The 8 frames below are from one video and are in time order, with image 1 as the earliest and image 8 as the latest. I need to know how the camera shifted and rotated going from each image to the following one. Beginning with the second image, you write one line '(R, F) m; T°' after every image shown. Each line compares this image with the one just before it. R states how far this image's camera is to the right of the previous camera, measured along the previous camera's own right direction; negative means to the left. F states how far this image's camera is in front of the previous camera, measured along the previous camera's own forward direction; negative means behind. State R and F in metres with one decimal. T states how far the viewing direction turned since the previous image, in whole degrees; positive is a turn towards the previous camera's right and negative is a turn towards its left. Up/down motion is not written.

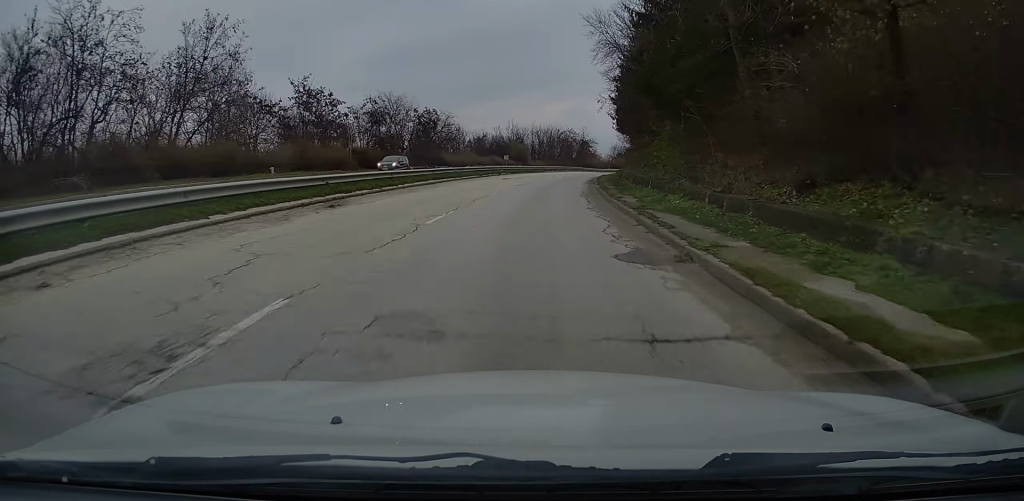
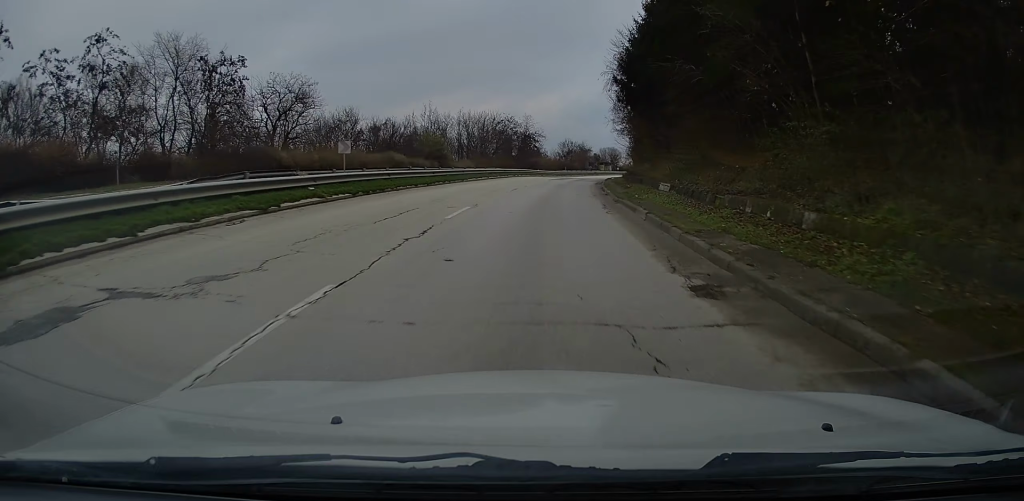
(+1.9, +40.7) m; +5°
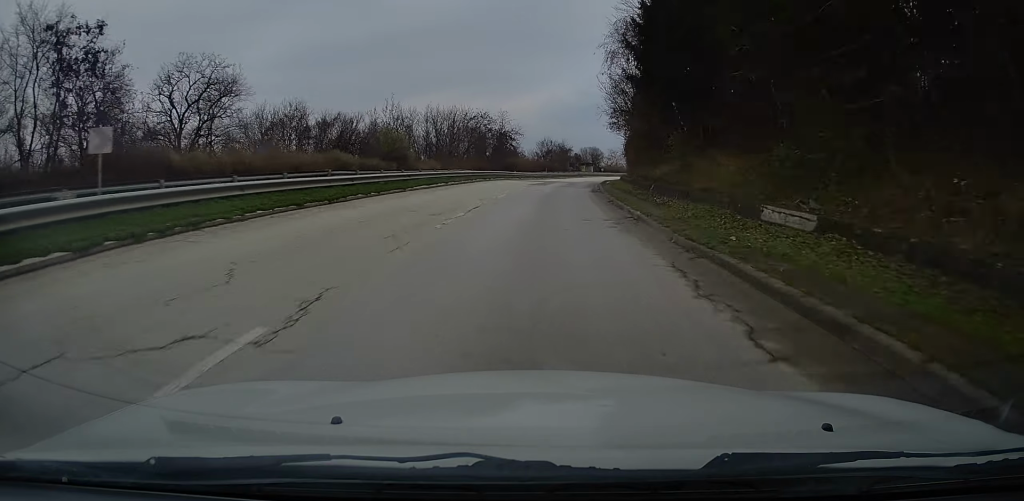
(+0.2, +12.2) m; +2°
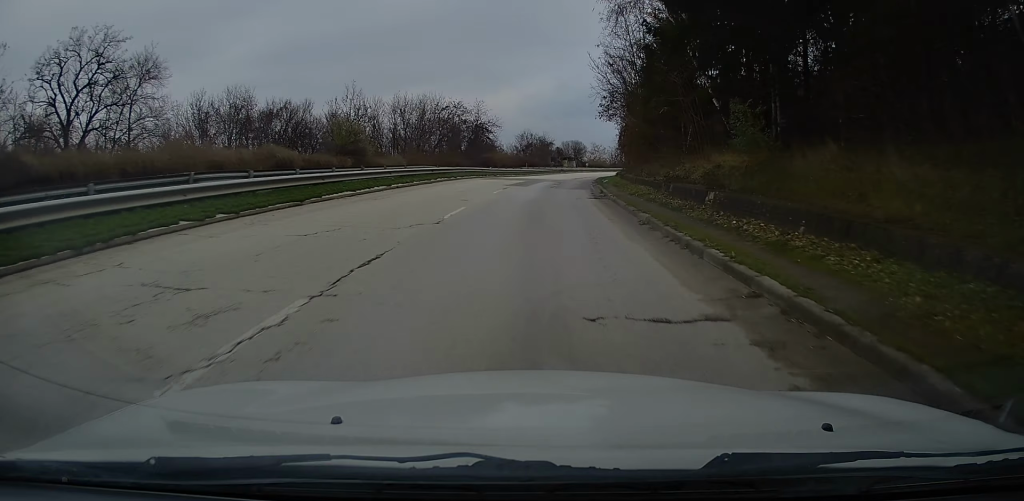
(+0.2, +10.2) m; +1°
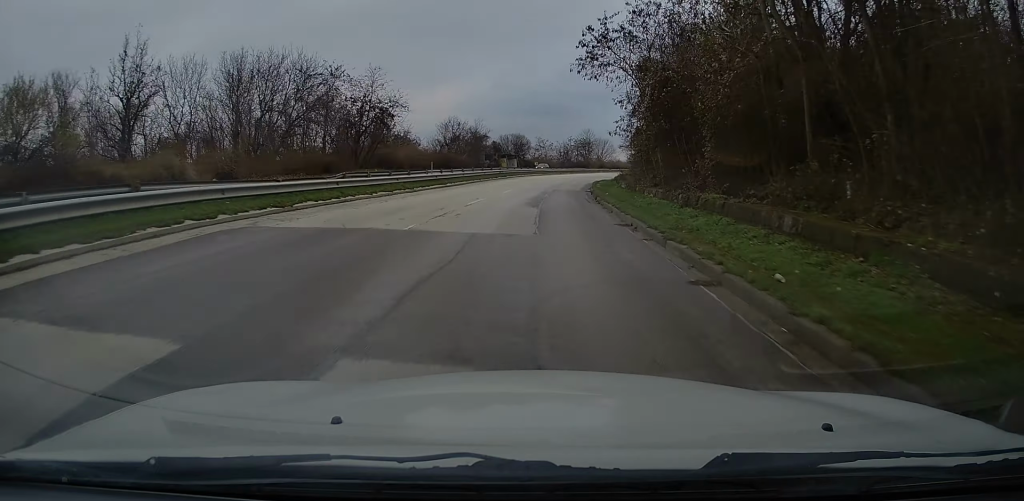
(+1.8, +37.6) m; +6°
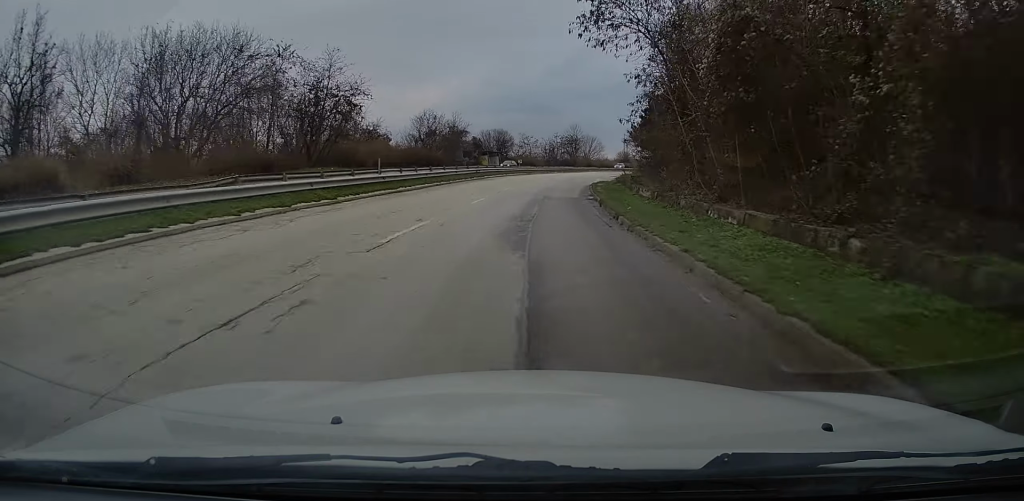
(+0.3, +10.3) m; +1°
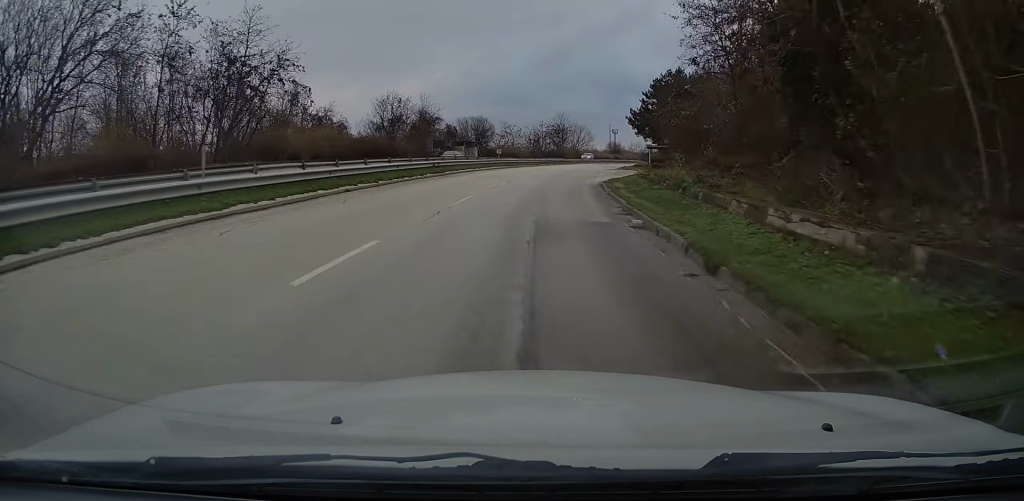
(+0.2, +15.1) m; +2°
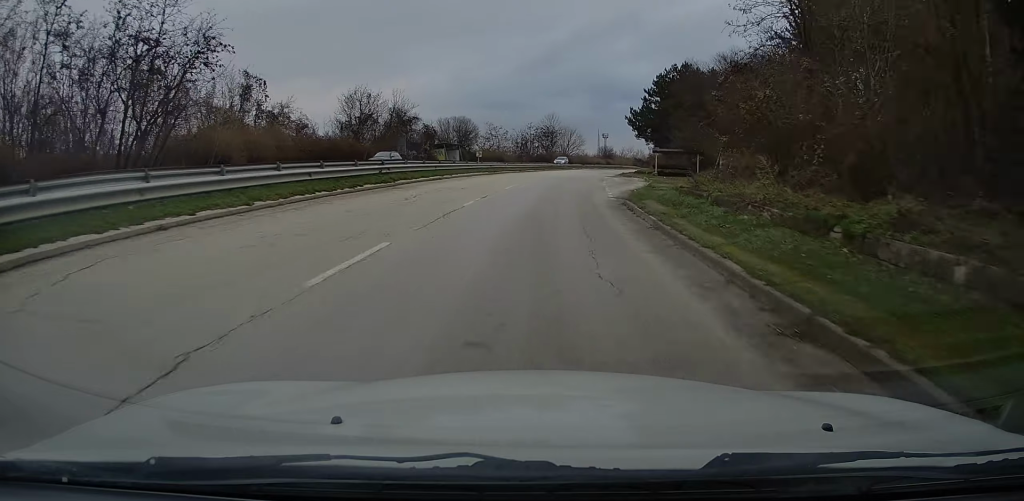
(-0.2, +10.3) m; +2°
